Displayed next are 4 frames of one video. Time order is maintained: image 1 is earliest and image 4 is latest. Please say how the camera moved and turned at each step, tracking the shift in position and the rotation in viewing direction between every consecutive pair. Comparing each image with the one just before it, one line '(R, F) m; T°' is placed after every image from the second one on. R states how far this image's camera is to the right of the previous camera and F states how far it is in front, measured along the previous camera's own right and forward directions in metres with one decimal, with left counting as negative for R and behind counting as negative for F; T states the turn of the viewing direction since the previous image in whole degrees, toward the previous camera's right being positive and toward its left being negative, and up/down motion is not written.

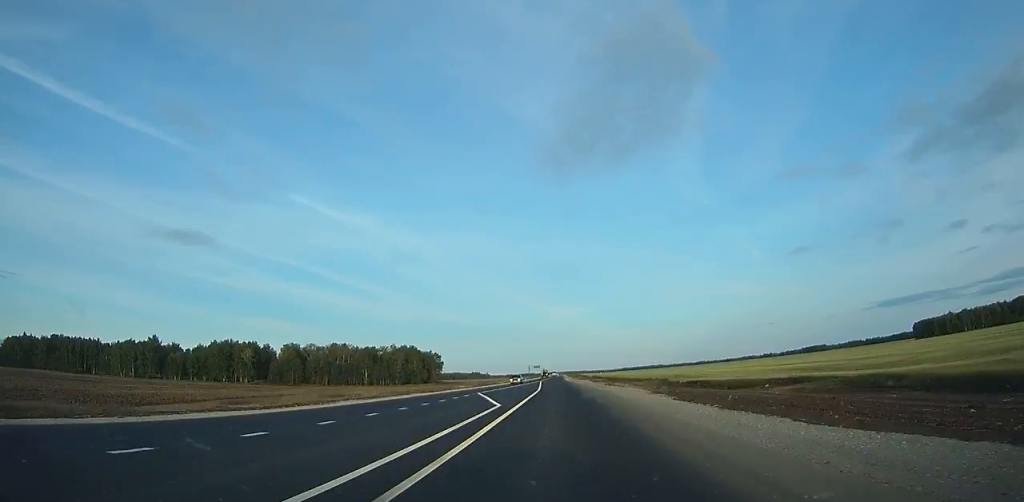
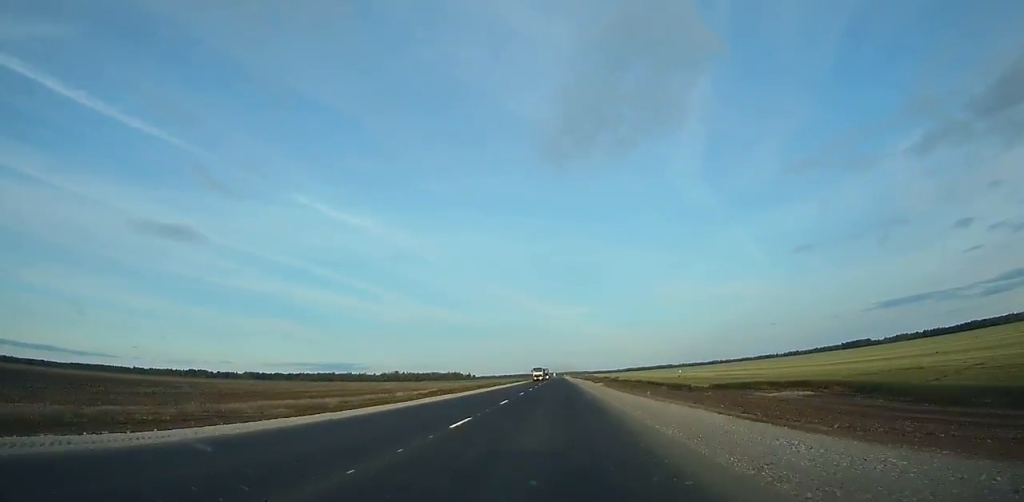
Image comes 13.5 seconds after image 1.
(+0.5, +316.0) m; 0°
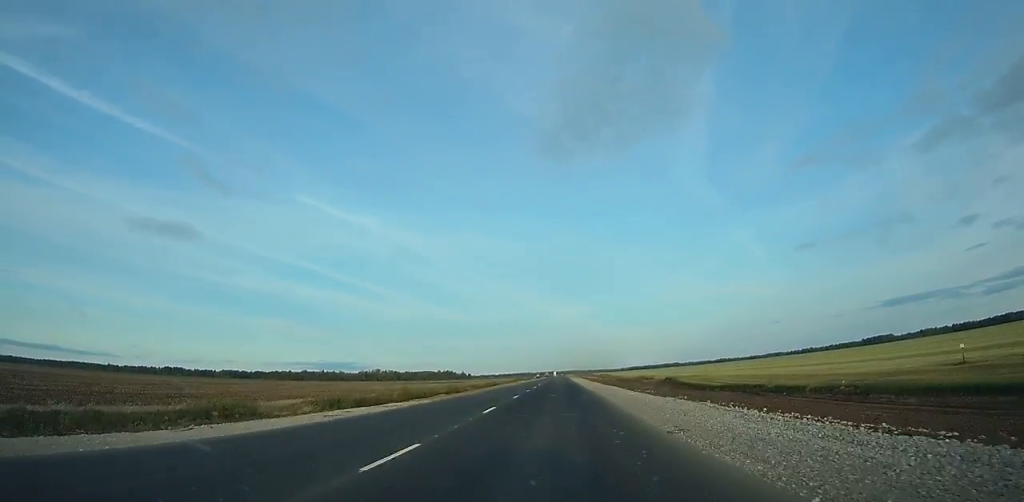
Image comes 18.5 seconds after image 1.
(0.0, +123.8) m; 0°
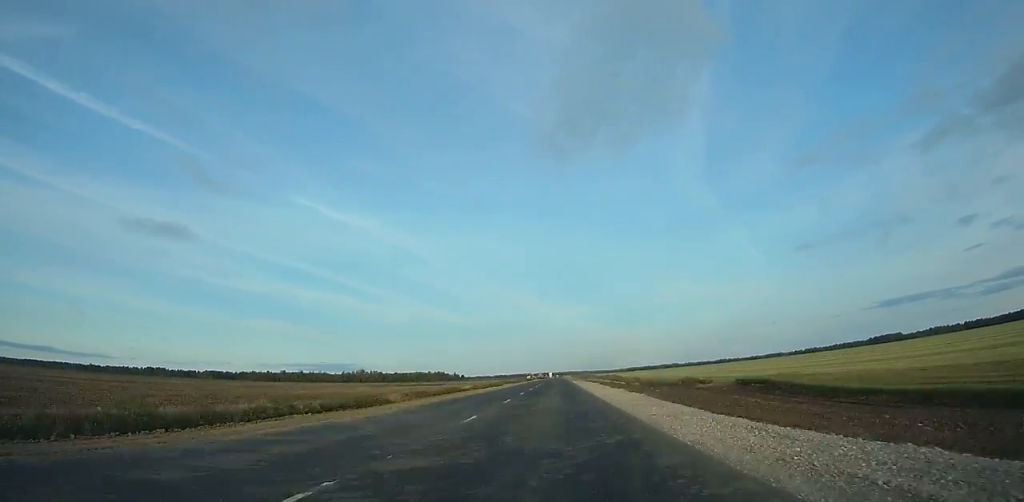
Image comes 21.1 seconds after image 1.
(-0.2, +64.0) m; 0°
